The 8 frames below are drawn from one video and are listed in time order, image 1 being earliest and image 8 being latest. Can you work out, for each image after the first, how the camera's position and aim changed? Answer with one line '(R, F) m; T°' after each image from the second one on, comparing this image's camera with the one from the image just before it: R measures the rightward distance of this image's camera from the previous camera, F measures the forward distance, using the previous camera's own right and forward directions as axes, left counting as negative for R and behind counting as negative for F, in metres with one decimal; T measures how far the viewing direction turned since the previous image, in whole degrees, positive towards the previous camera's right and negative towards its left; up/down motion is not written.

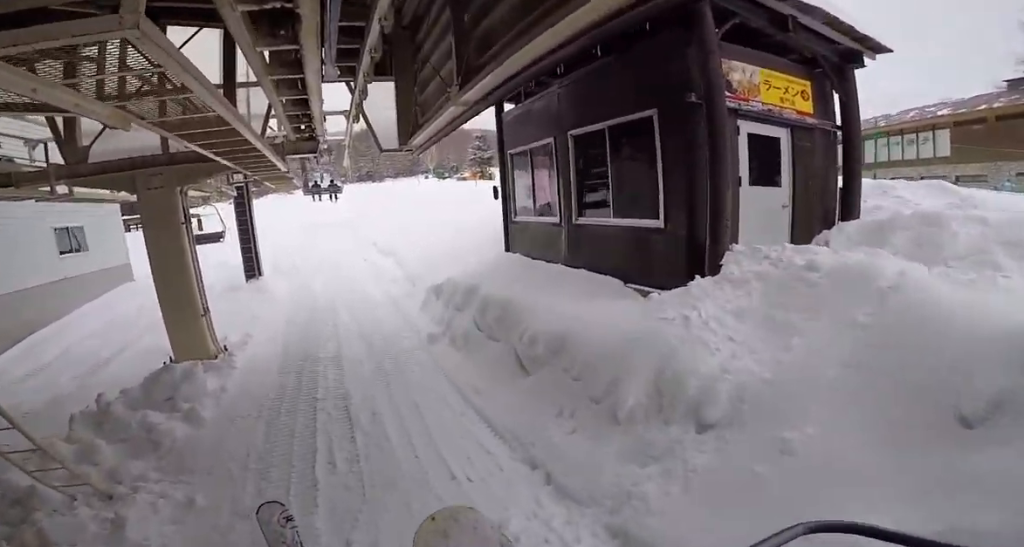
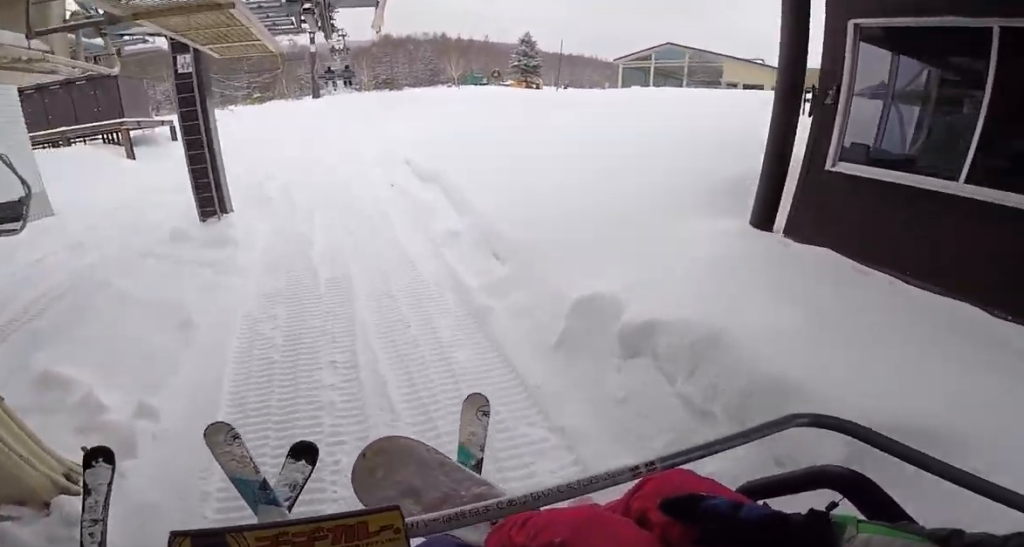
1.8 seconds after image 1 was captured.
(-0.3, +8.4) m; -9°
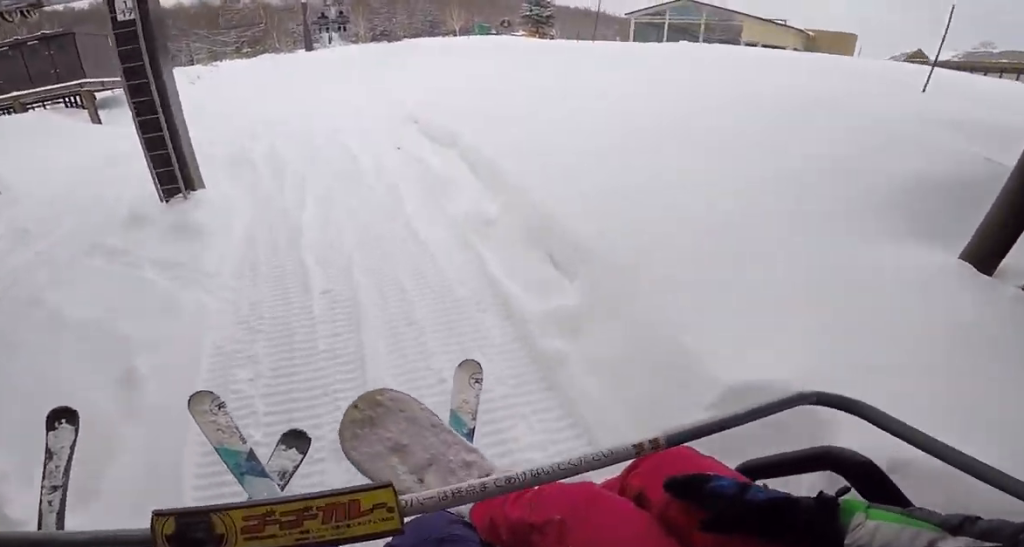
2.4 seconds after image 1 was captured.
(-0.2, +3.4) m; -2°
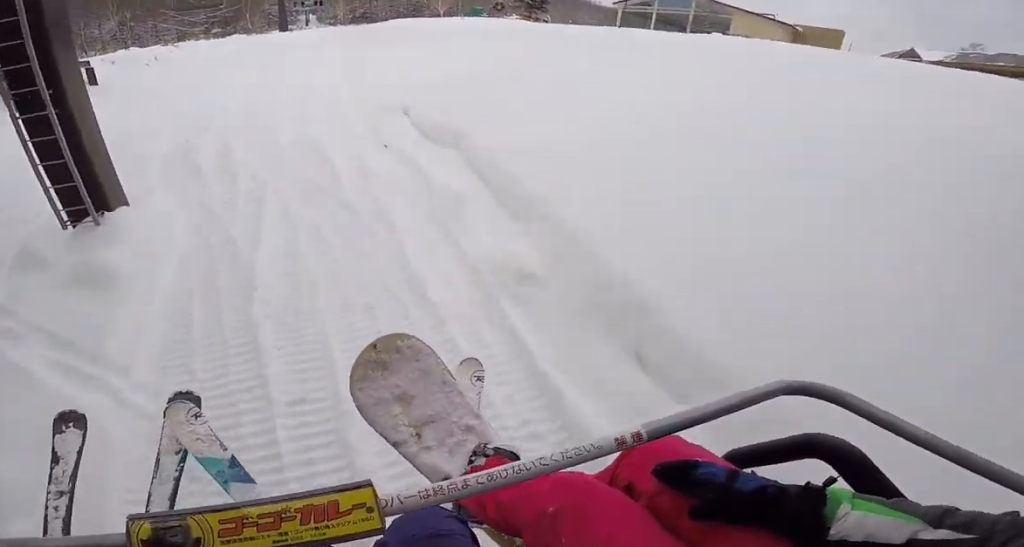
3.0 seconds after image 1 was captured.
(0.0, +3.8) m; 0°
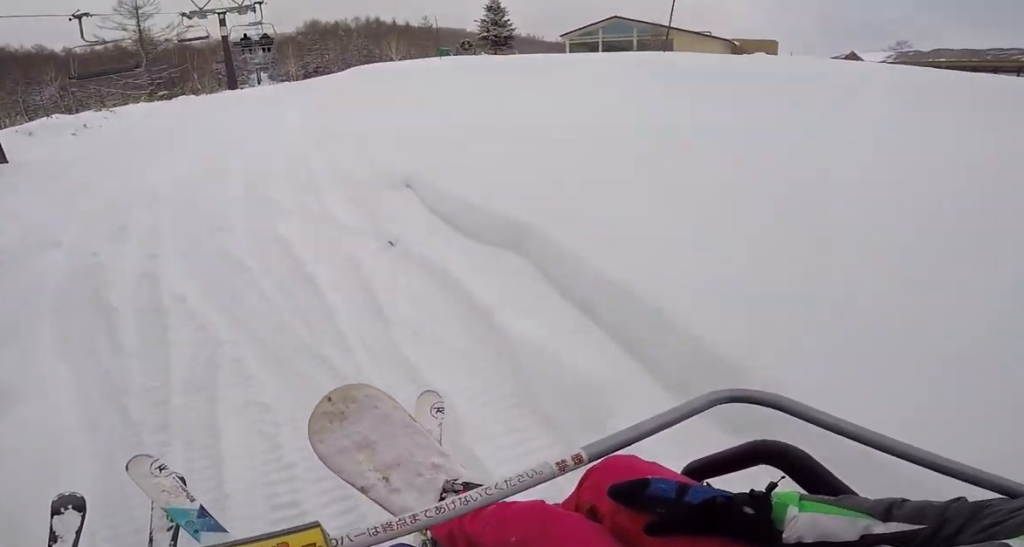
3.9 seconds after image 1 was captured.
(0.0, +5.7) m; +4°
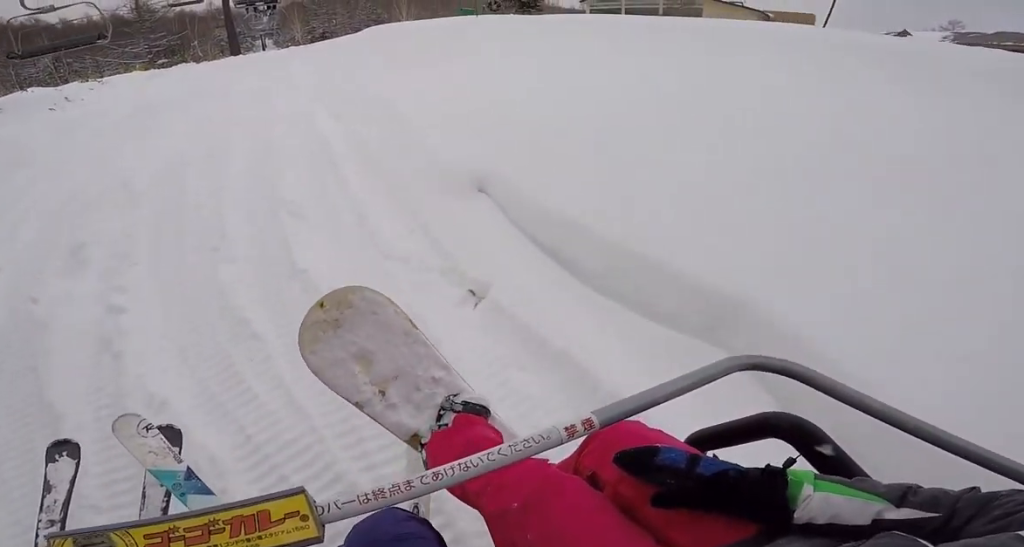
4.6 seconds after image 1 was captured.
(0.0, +3.9) m; +5°
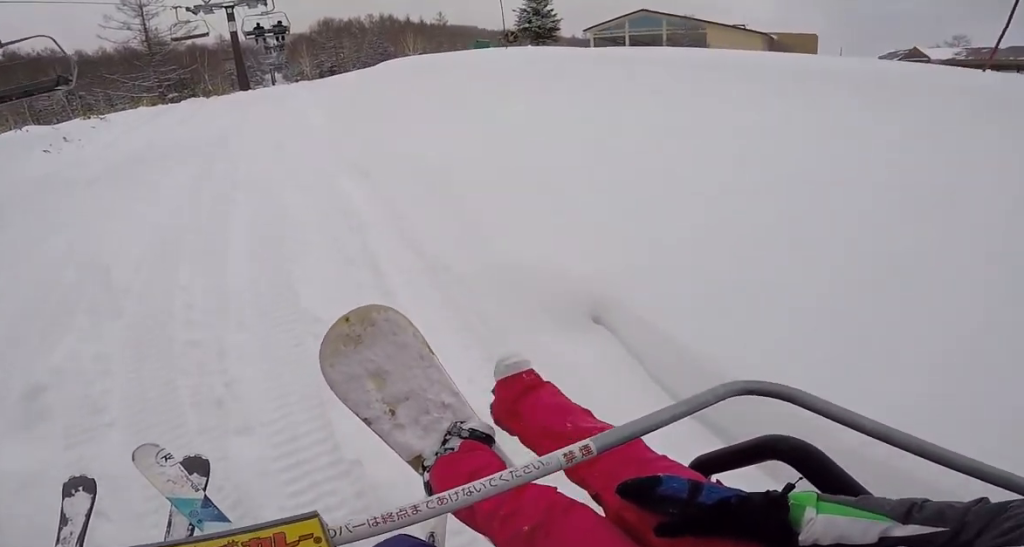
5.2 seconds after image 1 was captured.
(+0.4, +3.1) m; +1°
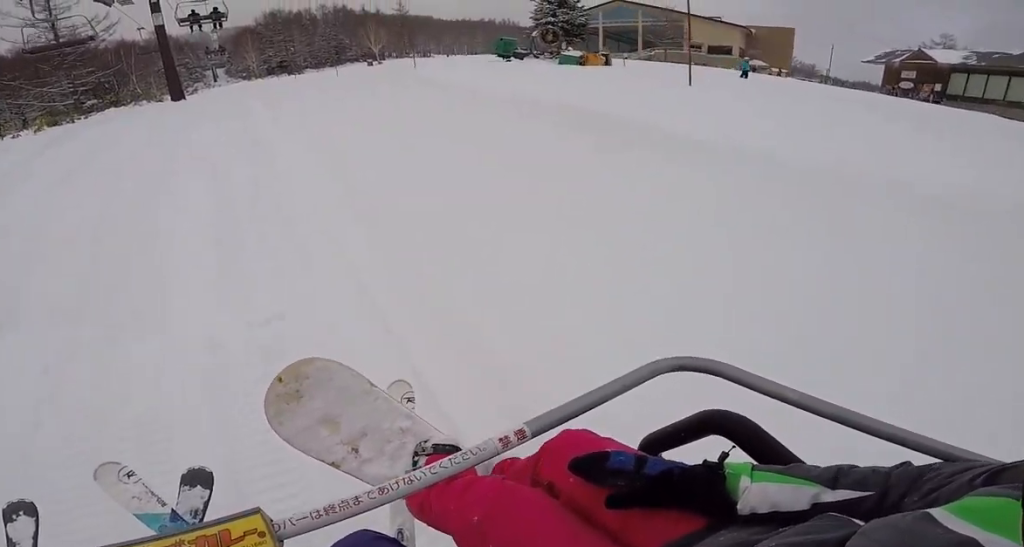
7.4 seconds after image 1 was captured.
(-0.9, +9.4) m; +4°
